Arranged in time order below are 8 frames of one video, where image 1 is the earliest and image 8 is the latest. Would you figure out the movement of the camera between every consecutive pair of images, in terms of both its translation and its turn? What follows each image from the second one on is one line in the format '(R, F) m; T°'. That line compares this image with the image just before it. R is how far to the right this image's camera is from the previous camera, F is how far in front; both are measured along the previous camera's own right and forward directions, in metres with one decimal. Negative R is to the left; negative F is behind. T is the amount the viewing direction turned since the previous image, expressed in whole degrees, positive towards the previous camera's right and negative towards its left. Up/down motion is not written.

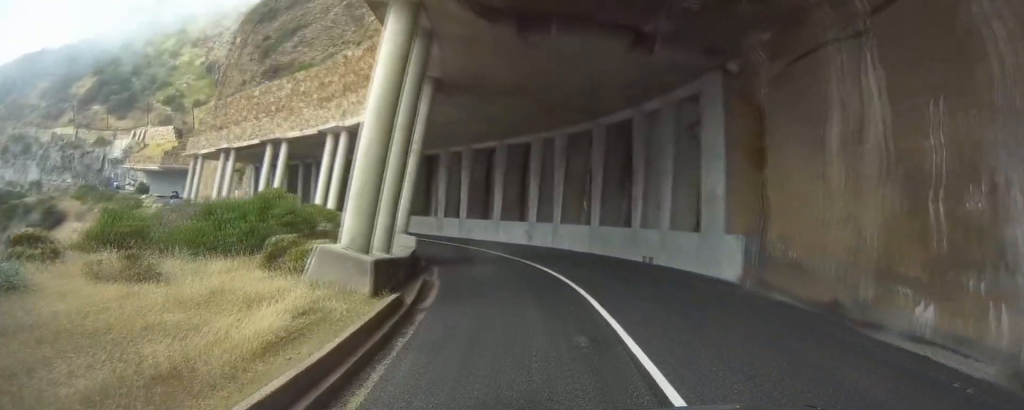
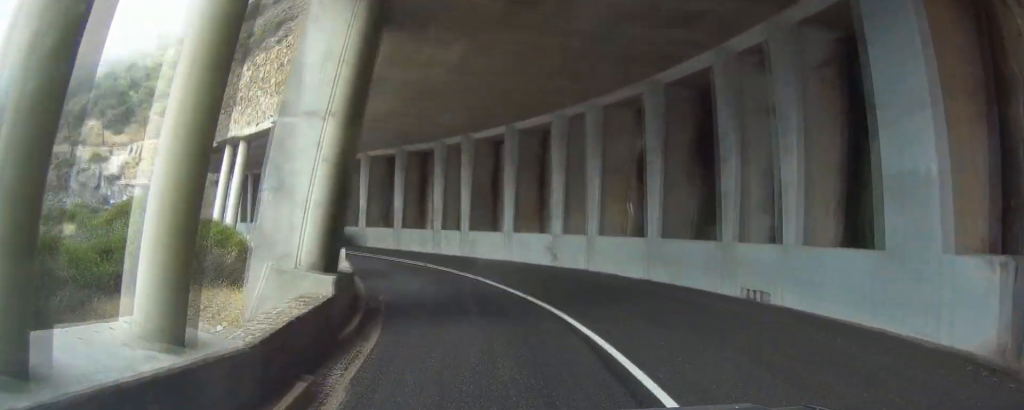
(+0.1, +8.4) m; -3°
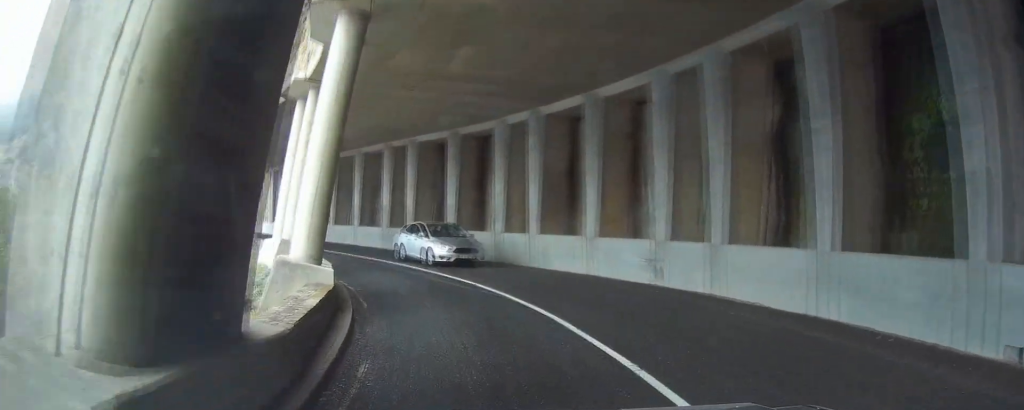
(-0.2, +6.4) m; -9°
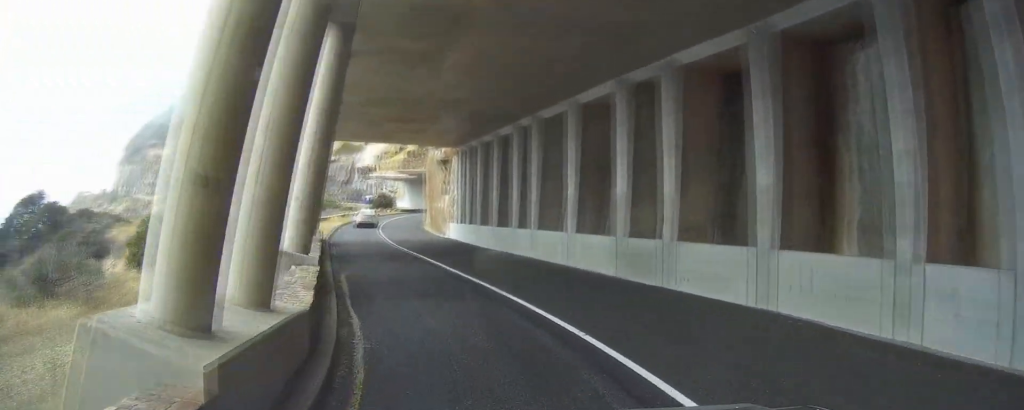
(-3.5, +15.7) m; -19°
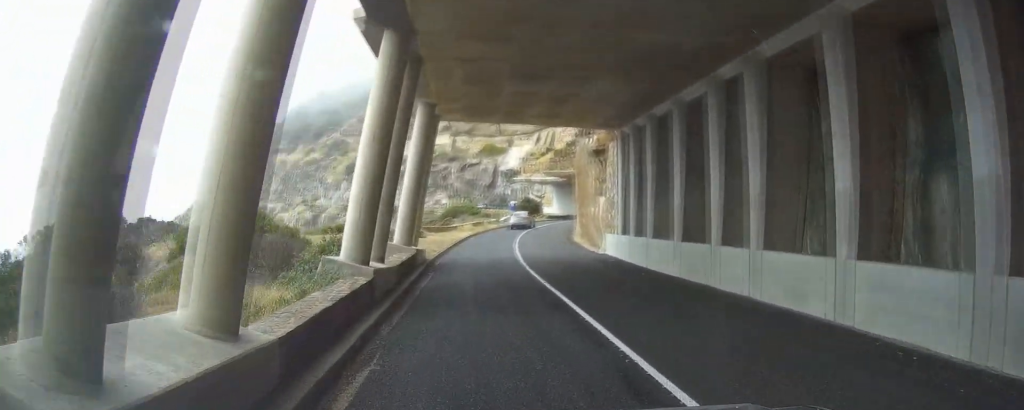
(-0.7, +11.0) m; -10°
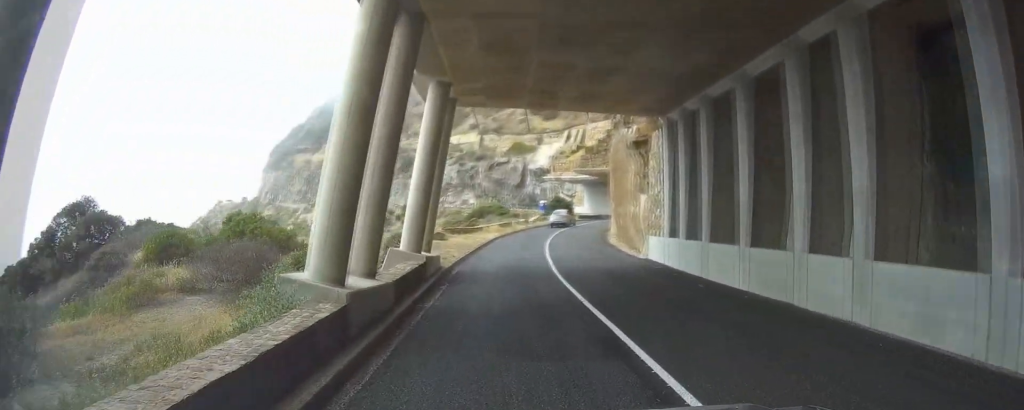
(-0.5, +4.1) m; -2°
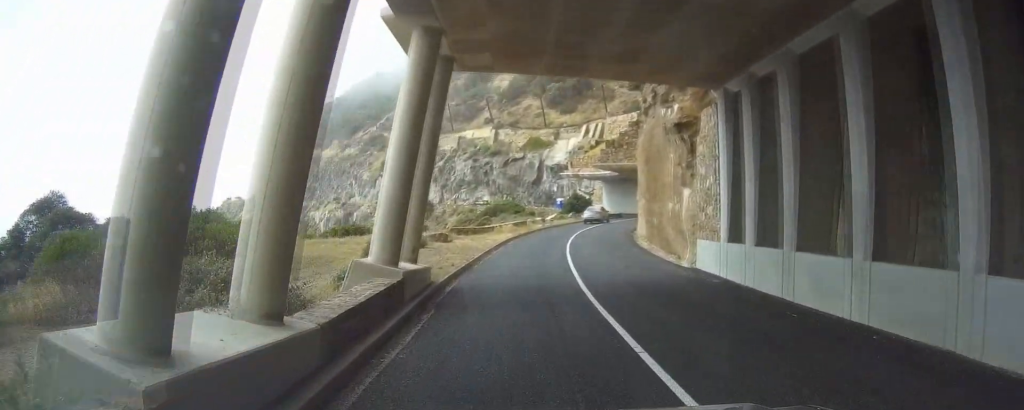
(-0.2, +5.7) m; -1°
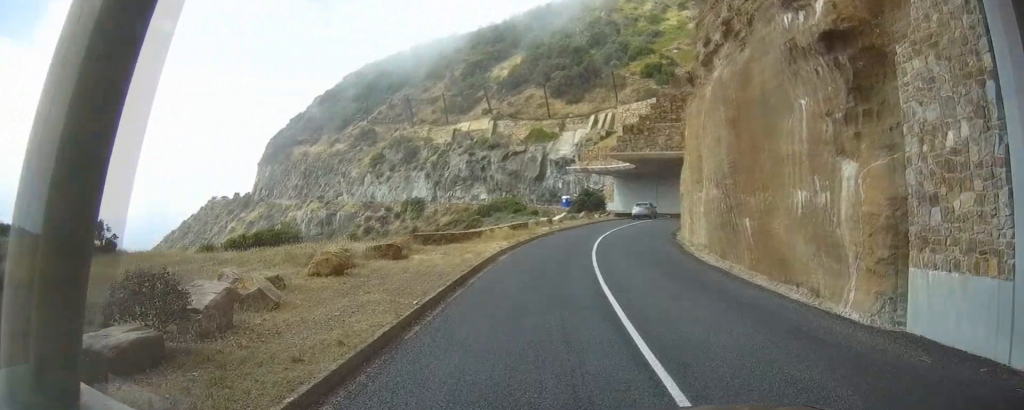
(+0.5, +12.9) m; +4°
